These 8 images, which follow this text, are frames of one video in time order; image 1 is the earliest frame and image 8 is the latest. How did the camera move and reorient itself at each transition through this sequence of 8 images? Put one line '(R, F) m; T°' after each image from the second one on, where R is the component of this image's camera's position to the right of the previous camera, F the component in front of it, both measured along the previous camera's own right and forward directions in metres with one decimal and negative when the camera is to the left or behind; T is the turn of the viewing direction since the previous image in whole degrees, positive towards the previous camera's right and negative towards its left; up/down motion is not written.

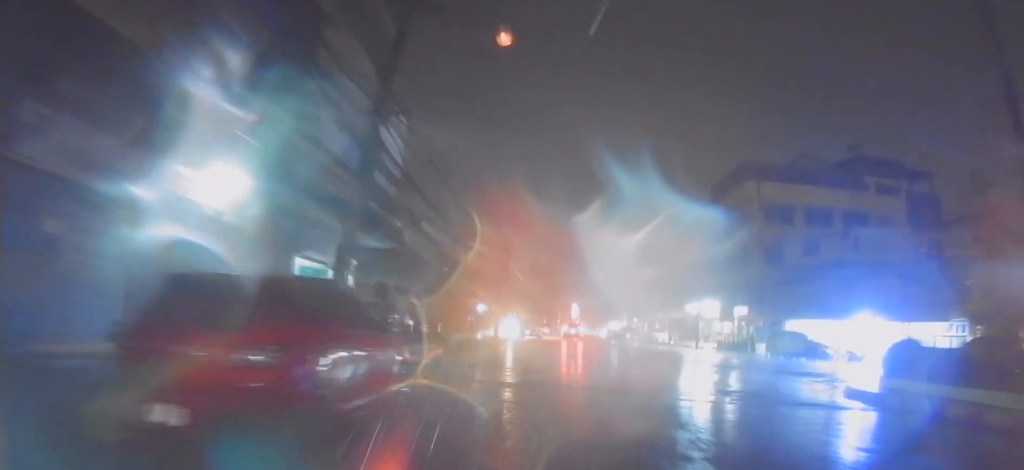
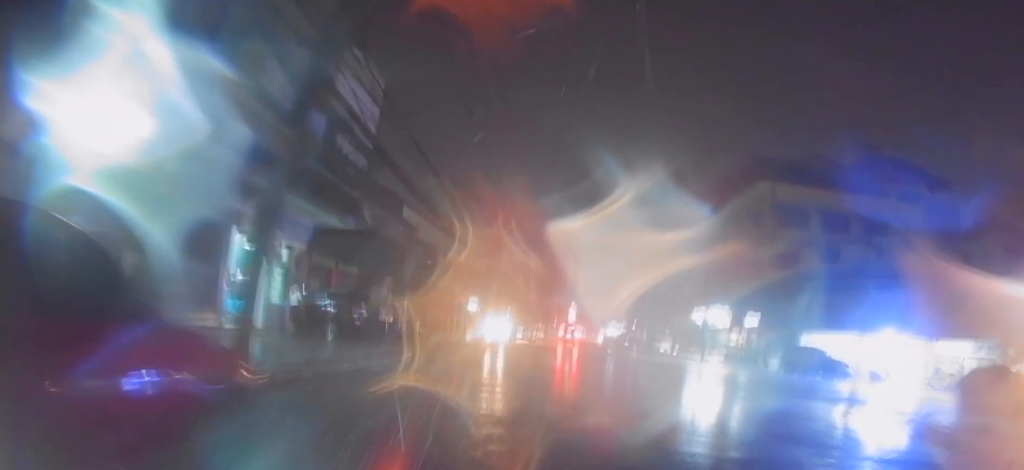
(-0.2, +3.9) m; -2°
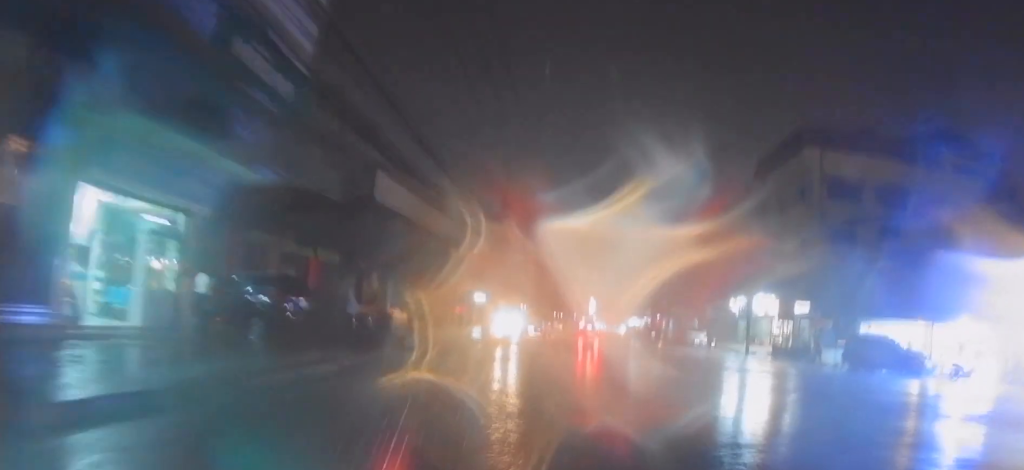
(-0.1, +6.7) m; 0°
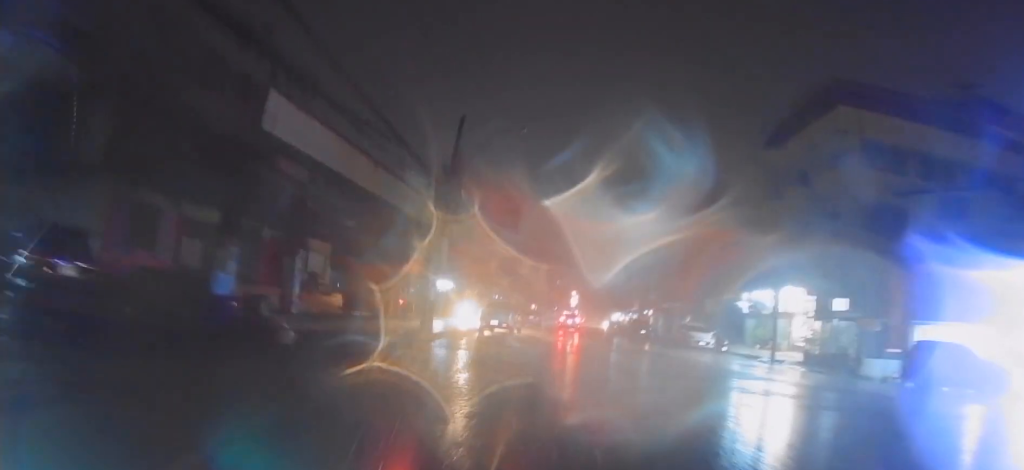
(+0.2, +8.4) m; +2°
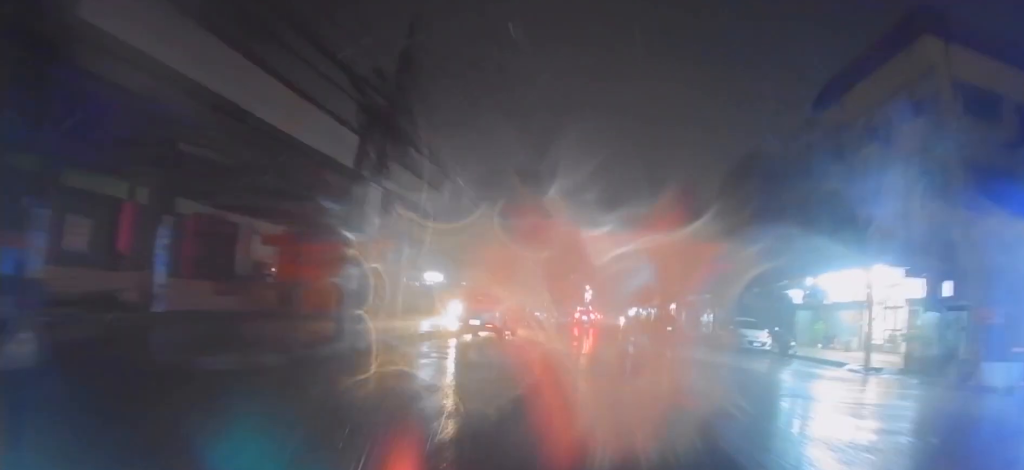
(+0.1, +8.5) m; 0°
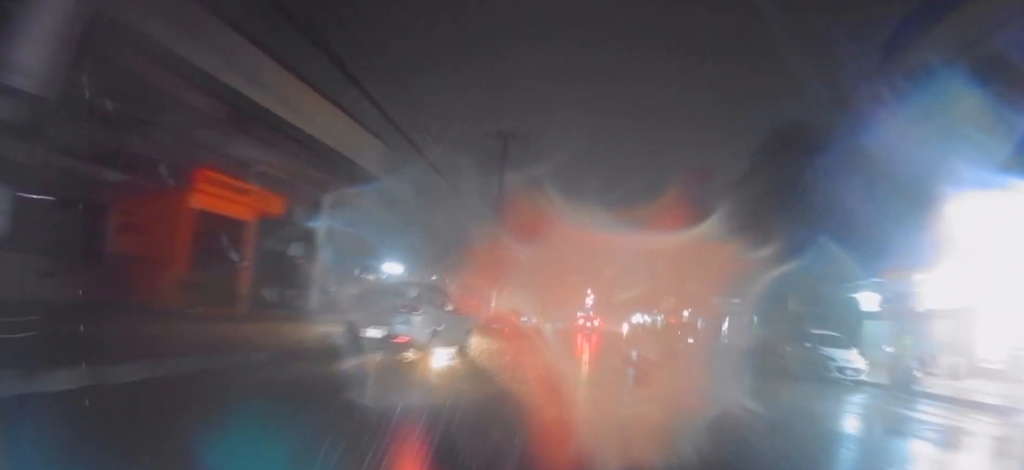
(-0.1, +9.5) m; -4°
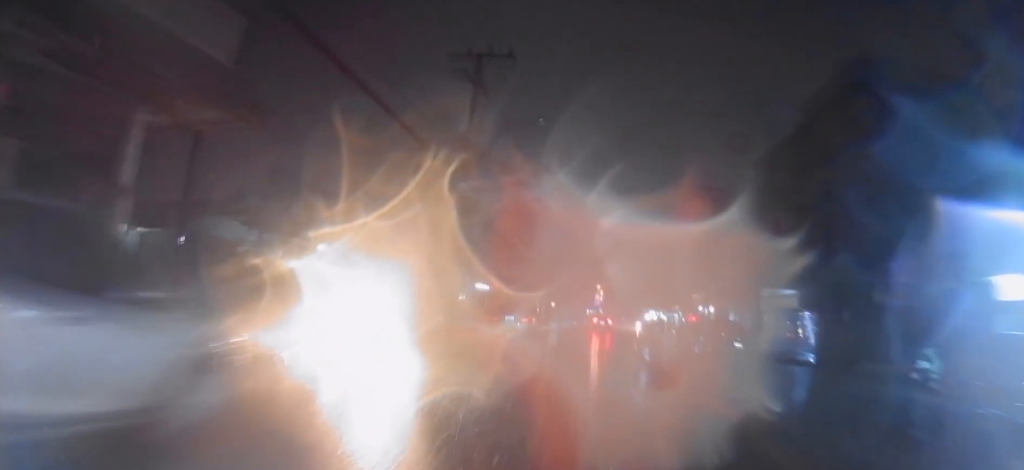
(-0.6, +9.9) m; -1°
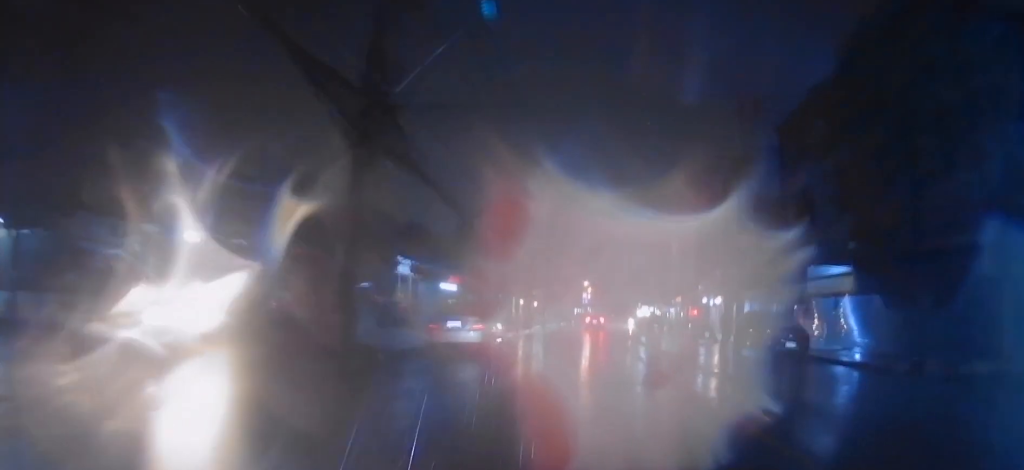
(+0.4, +8.2) m; +5°
